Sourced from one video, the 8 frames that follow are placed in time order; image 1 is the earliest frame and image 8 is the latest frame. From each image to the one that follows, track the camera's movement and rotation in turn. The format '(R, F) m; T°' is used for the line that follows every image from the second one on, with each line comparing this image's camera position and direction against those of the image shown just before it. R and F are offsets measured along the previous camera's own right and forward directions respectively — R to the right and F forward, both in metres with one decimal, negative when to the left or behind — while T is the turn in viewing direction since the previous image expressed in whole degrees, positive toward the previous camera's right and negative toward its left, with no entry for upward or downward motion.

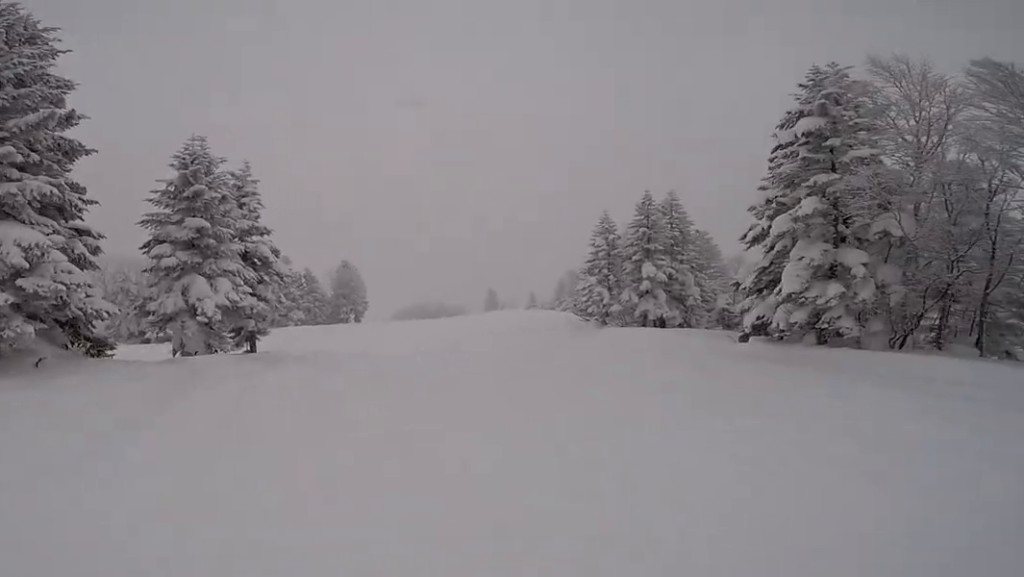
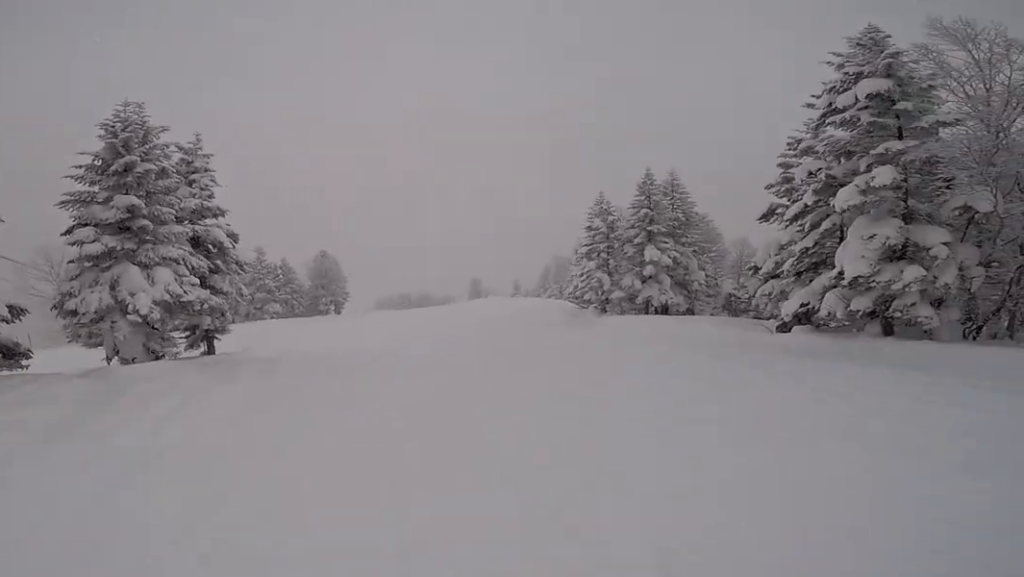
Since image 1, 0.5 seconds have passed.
(+0.1, +2.4) m; 0°
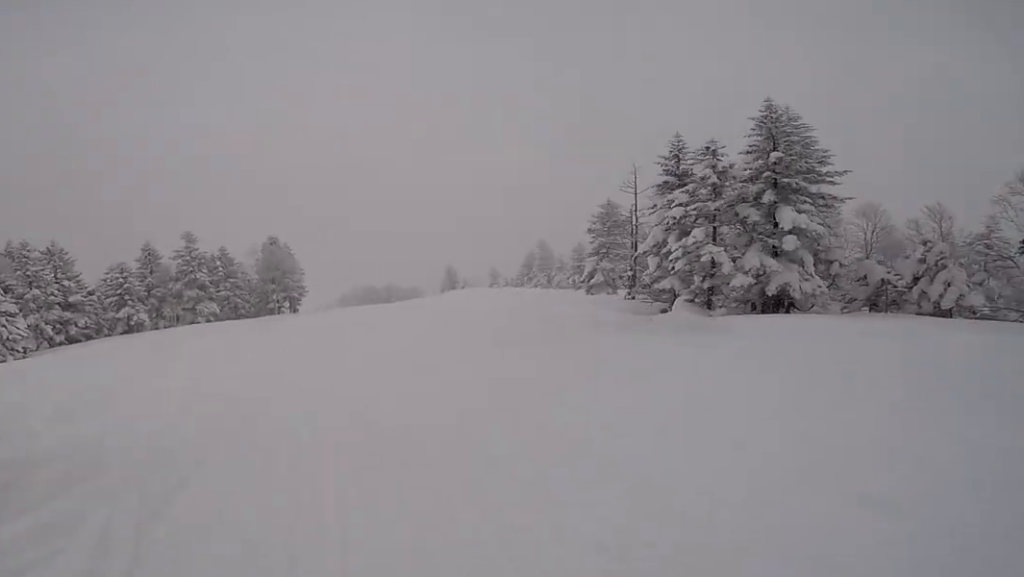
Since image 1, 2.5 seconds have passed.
(+0.8, +10.9) m; +12°
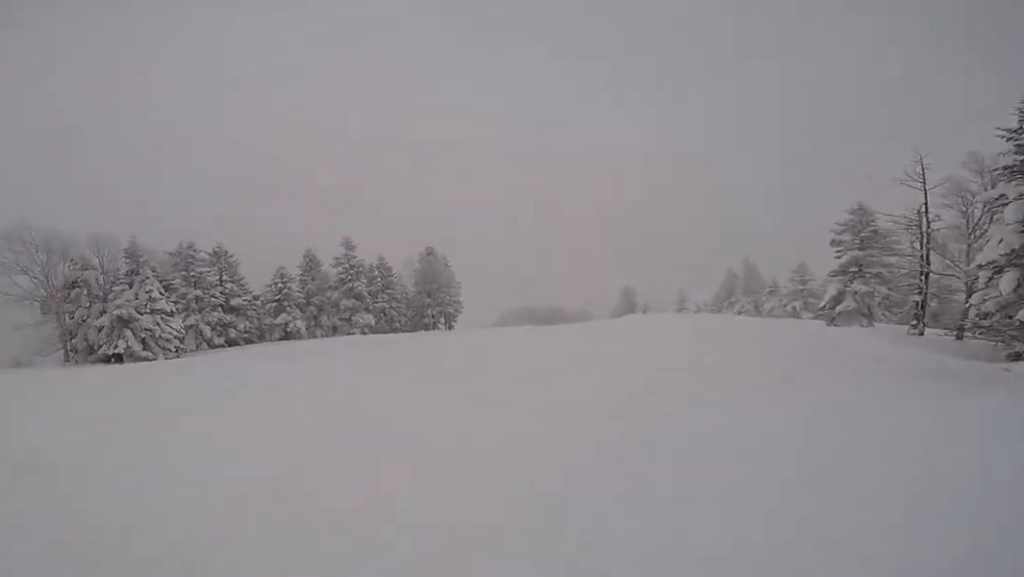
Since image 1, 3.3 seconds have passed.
(+1.0, +4.7) m; -2°
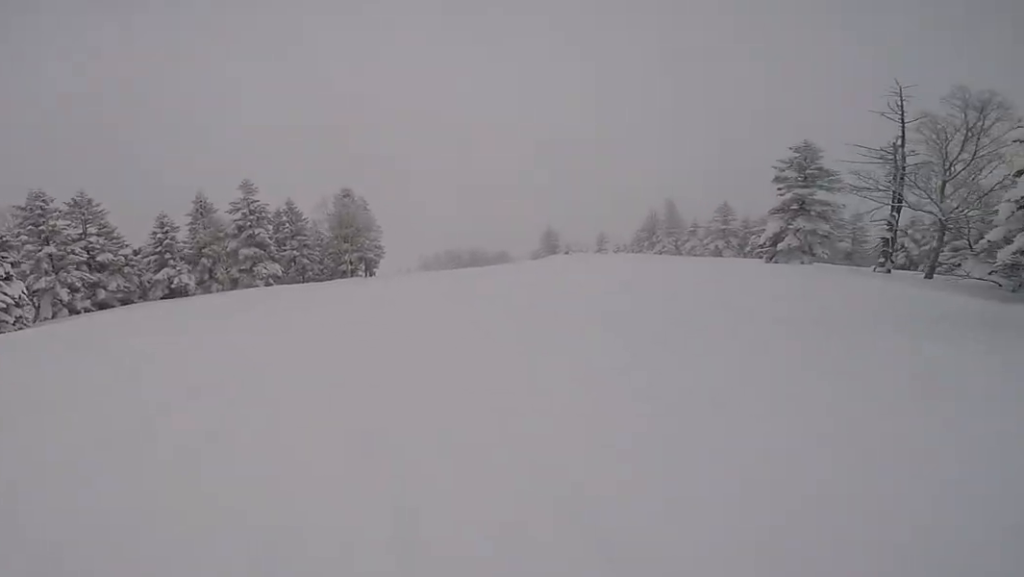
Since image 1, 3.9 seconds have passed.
(-1.1, +3.9) m; -5°
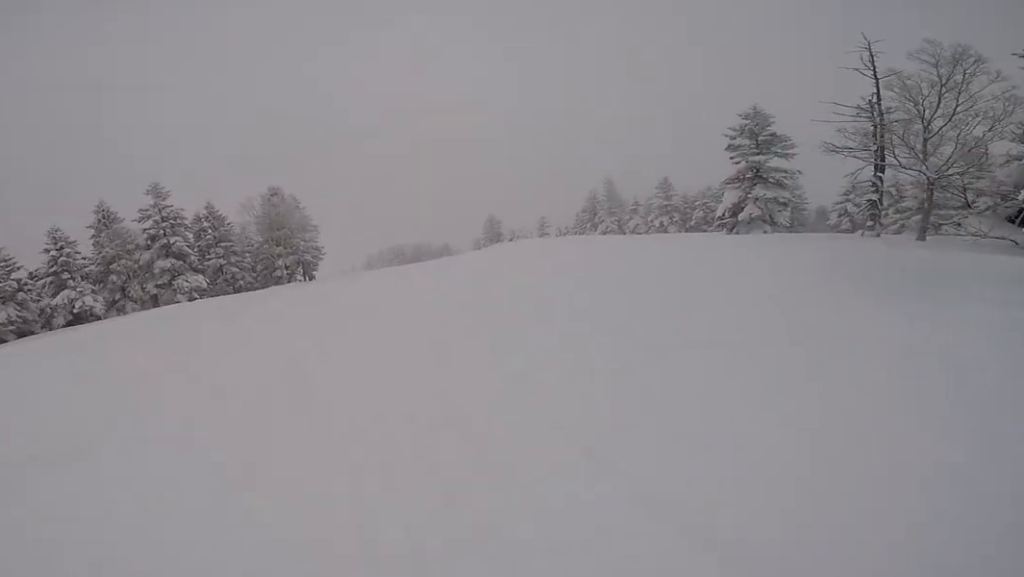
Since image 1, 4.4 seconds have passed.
(-0.2, +3.0) m; -2°
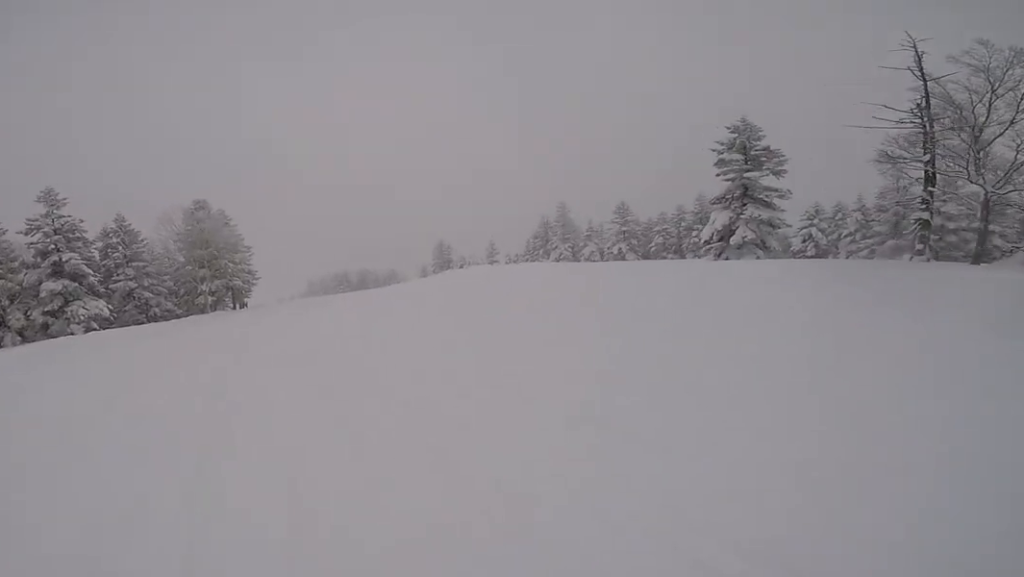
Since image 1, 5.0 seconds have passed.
(+0.6, +4.4) m; 0°
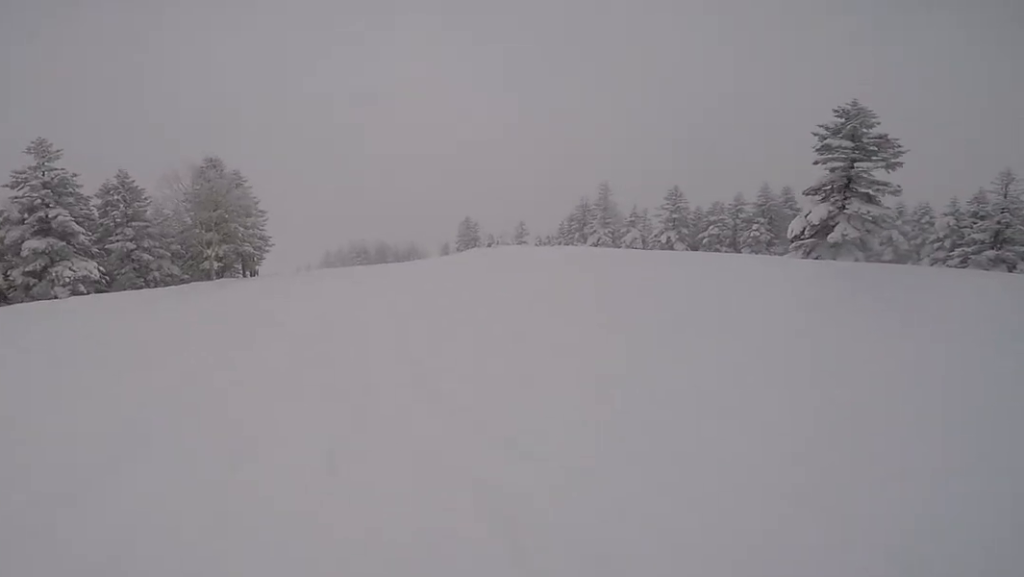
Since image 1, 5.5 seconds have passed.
(-0.2, +3.3) m; 0°
